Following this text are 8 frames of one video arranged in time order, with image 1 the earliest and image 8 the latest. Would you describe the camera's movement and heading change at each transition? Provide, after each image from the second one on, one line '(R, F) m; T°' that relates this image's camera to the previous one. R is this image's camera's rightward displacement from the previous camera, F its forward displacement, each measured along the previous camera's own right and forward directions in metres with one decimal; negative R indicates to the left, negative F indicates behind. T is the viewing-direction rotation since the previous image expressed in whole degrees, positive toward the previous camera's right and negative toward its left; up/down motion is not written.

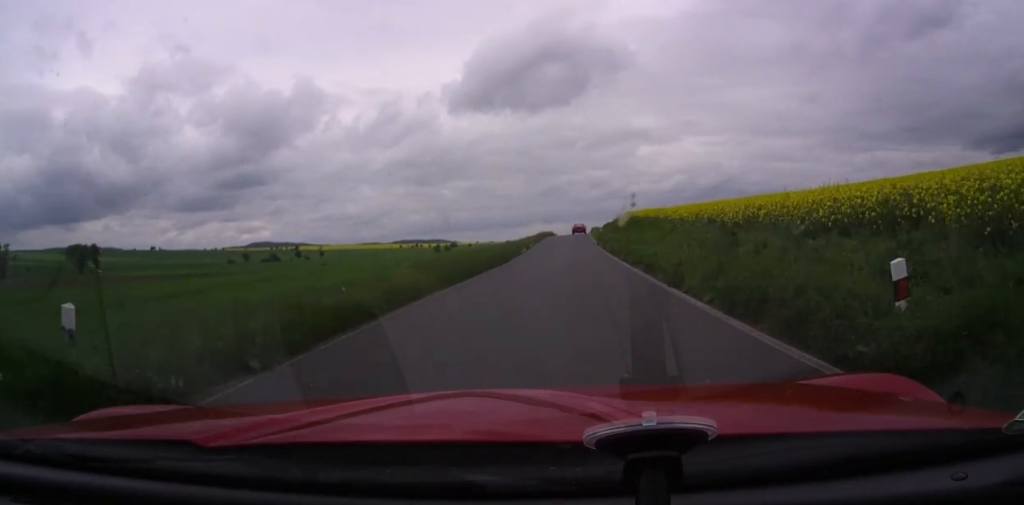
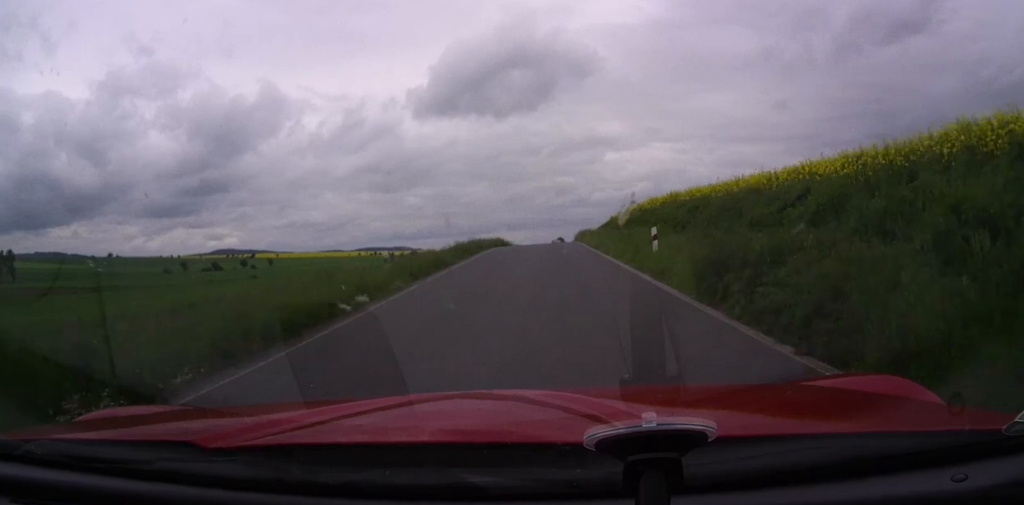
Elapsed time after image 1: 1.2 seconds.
(+1.2, +42.6) m; +3°
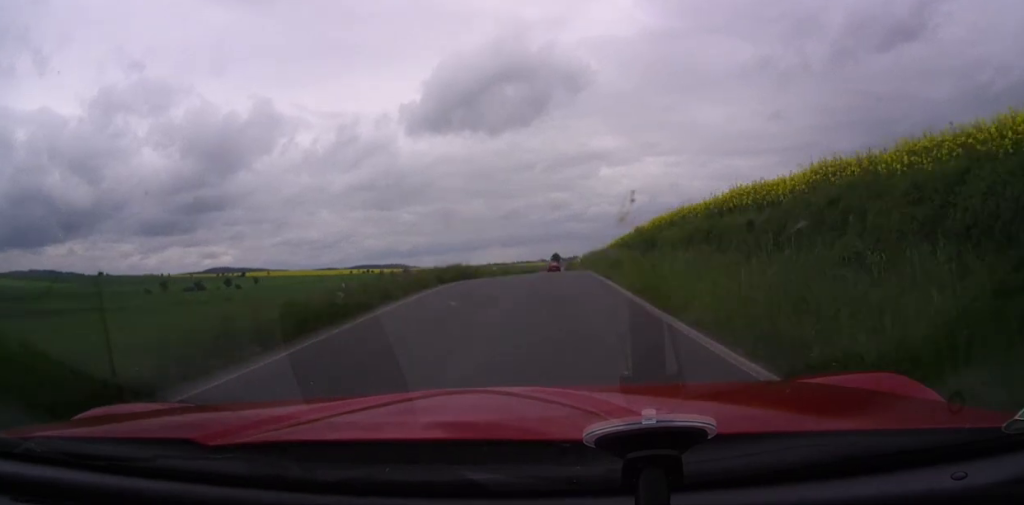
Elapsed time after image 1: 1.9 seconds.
(+0.4, +19.8) m; +1°
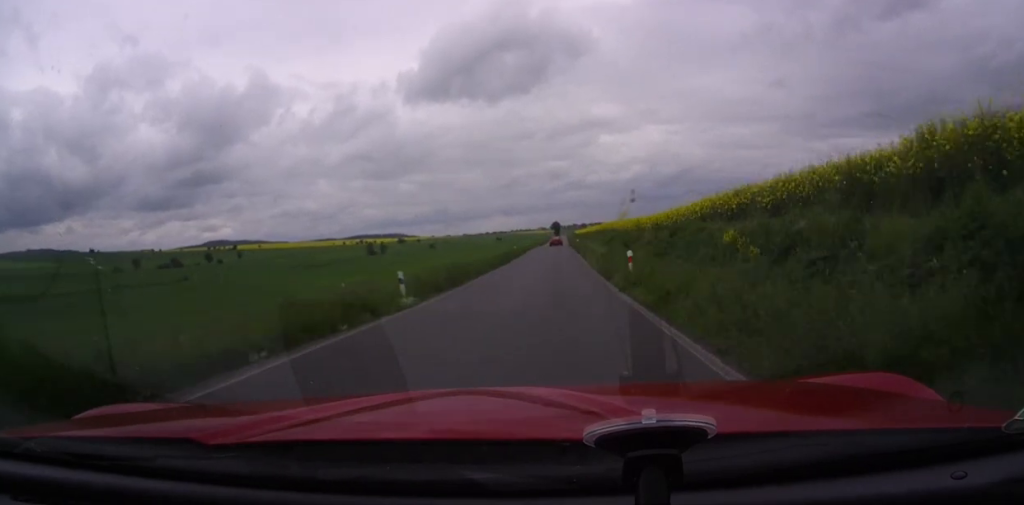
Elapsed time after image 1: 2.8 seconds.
(+0.1, +28.5) m; 0°
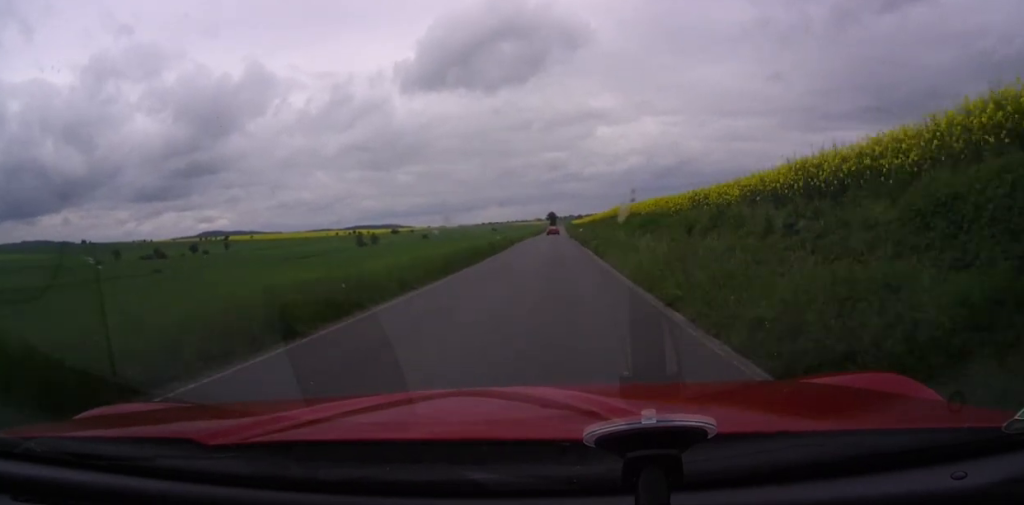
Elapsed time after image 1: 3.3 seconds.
(0.0, +15.6) m; 0°
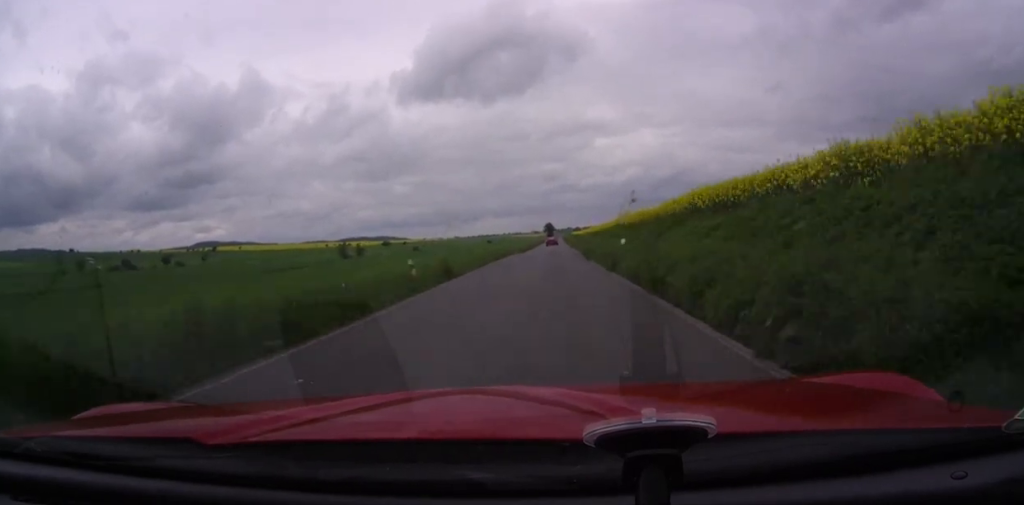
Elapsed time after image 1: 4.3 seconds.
(0.0, +31.1) m; 0°
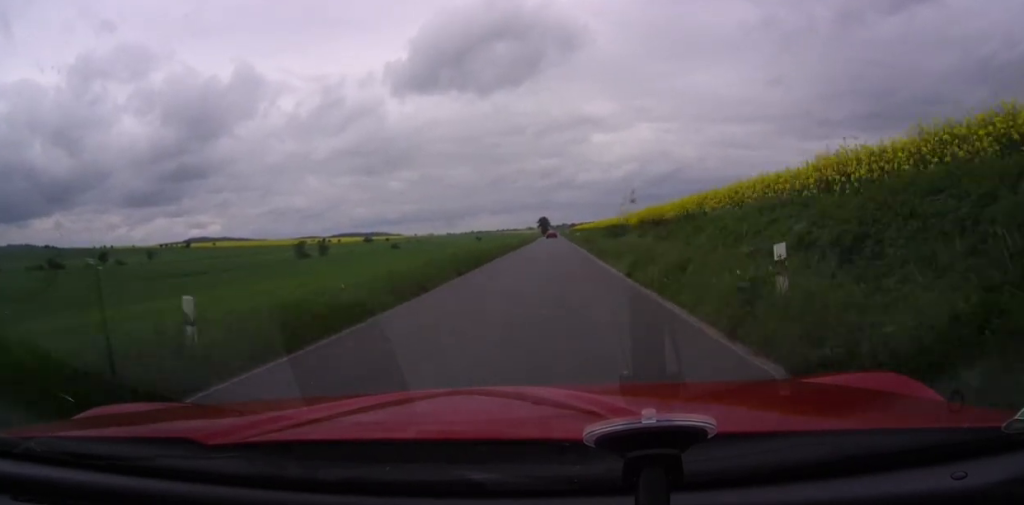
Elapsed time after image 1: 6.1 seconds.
(+0.3, +62.9) m; +1°
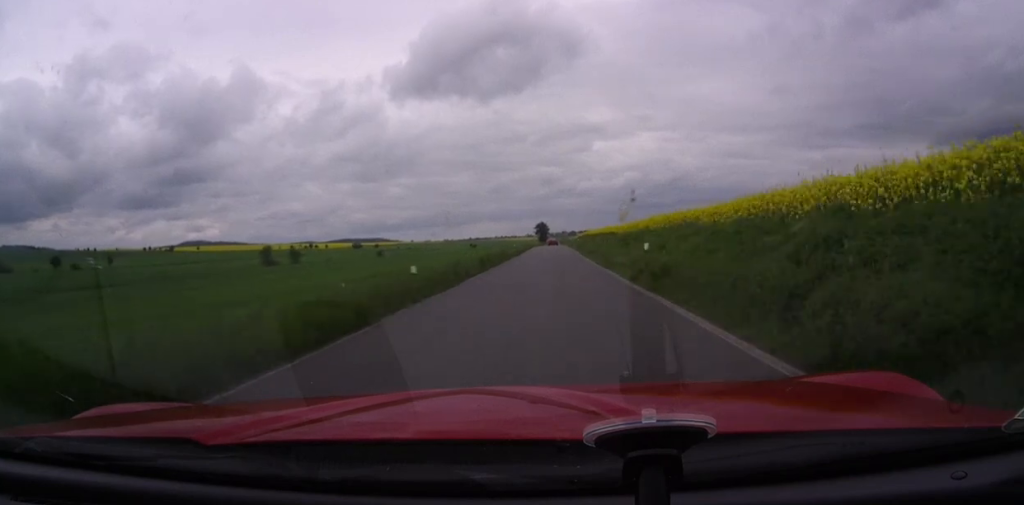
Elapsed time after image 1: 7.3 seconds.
(+0.2, +41.4) m; 0°
